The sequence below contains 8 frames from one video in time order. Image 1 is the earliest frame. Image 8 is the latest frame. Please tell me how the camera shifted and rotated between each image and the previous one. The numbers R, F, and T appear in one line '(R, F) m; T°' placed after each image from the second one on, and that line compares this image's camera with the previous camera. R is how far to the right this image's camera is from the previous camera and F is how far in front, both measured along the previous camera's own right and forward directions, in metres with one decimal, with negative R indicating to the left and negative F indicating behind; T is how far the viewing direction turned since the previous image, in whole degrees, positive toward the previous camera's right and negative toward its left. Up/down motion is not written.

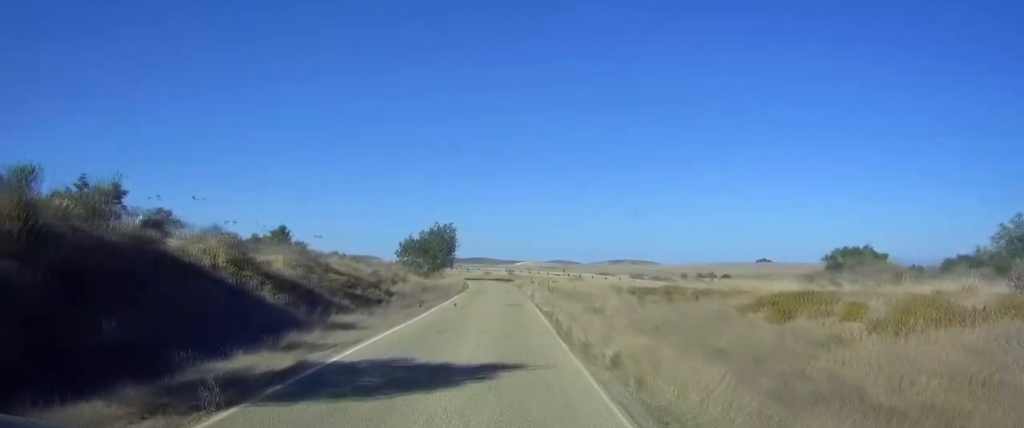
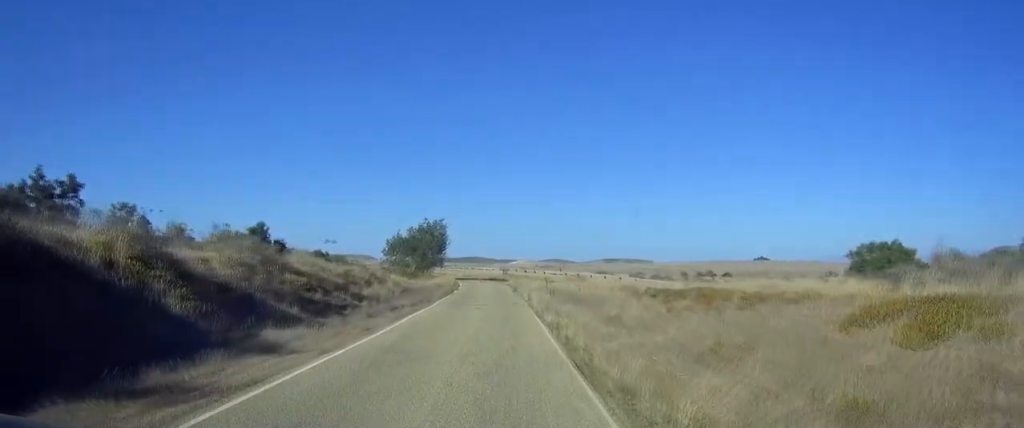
(0.0, +5.1) m; 0°
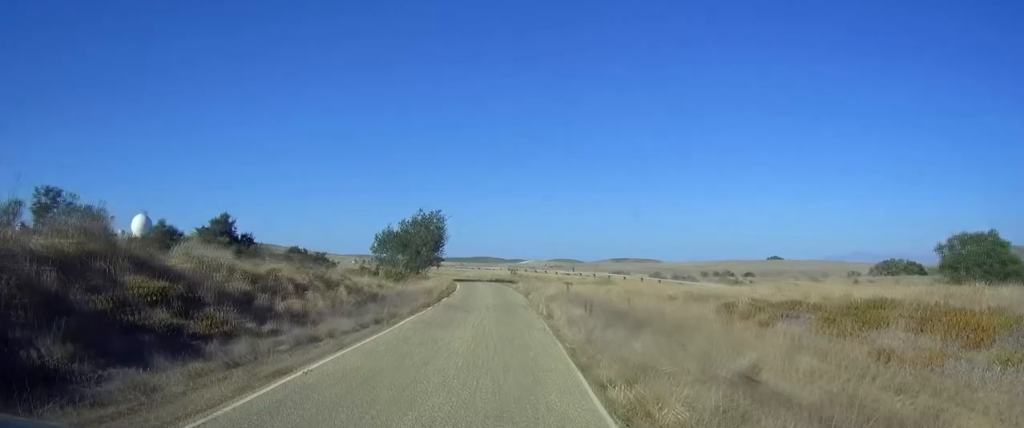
(-0.1, +10.6) m; -2°
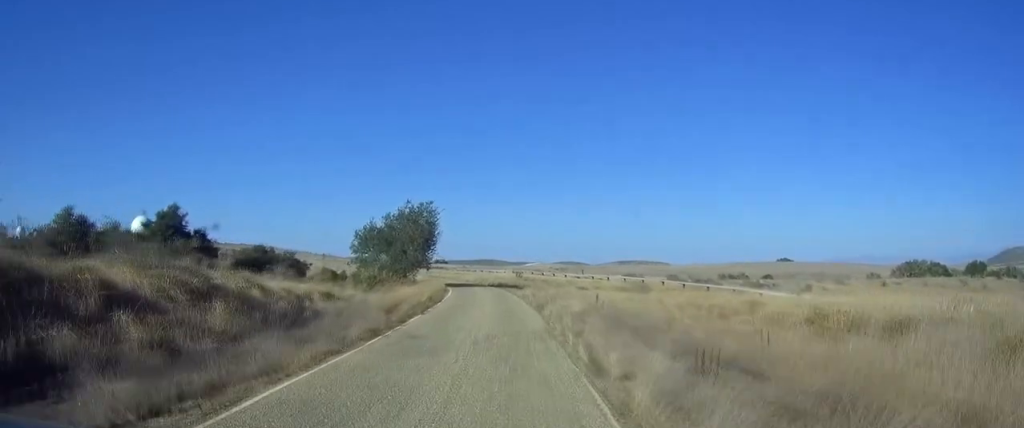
(-0.3, +10.3) m; -2°
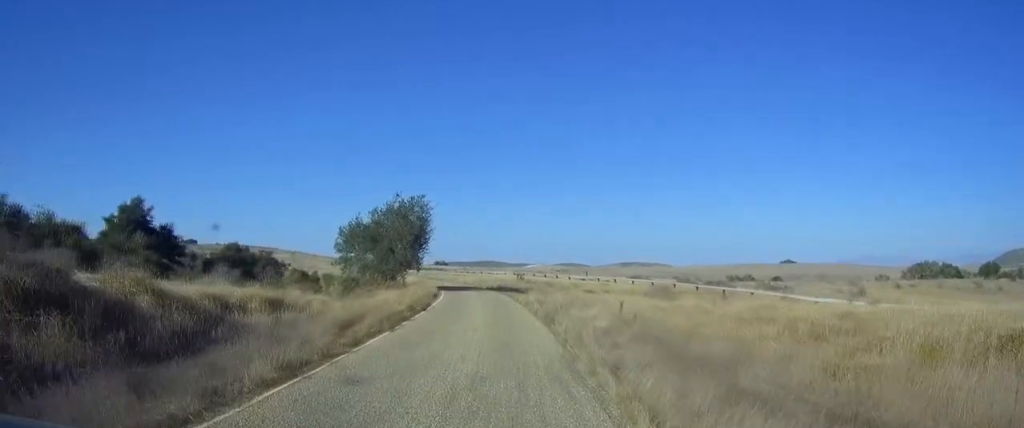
(0.0, +5.5) m; 0°
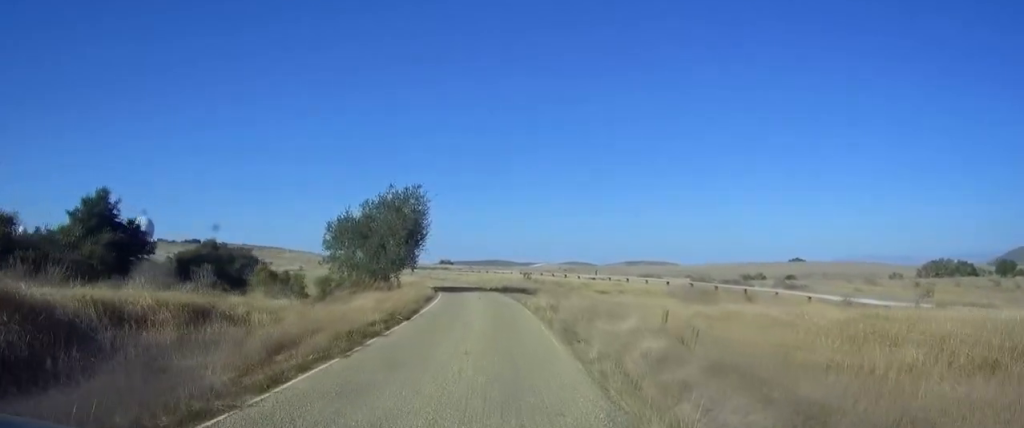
(0.0, +4.9) m; 0°
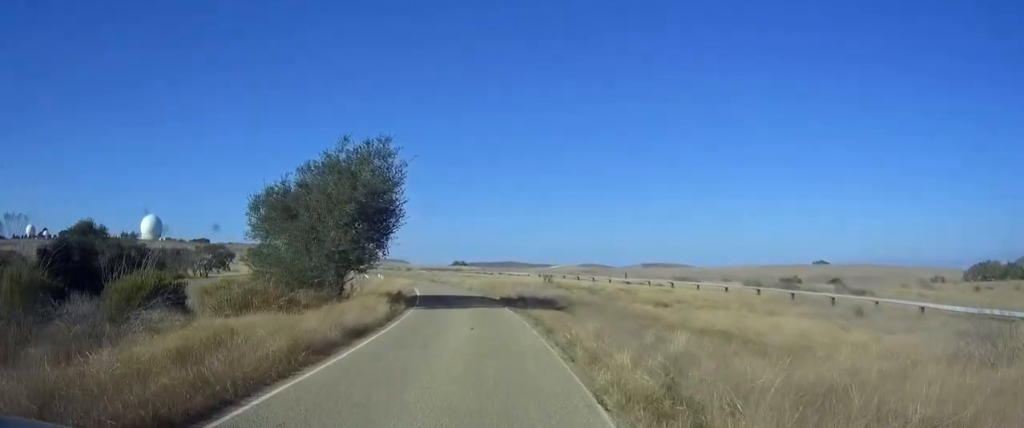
(-0.1, +15.7) m; -1°
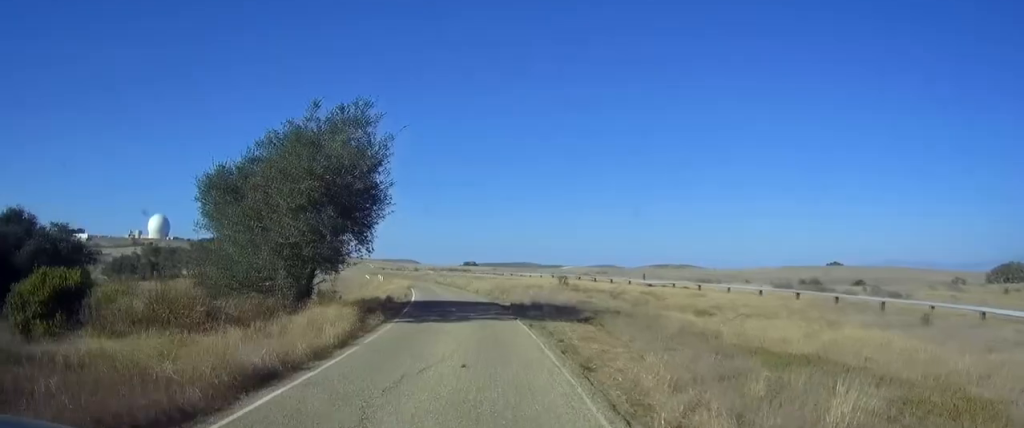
(0.0, +6.2) m; 0°
